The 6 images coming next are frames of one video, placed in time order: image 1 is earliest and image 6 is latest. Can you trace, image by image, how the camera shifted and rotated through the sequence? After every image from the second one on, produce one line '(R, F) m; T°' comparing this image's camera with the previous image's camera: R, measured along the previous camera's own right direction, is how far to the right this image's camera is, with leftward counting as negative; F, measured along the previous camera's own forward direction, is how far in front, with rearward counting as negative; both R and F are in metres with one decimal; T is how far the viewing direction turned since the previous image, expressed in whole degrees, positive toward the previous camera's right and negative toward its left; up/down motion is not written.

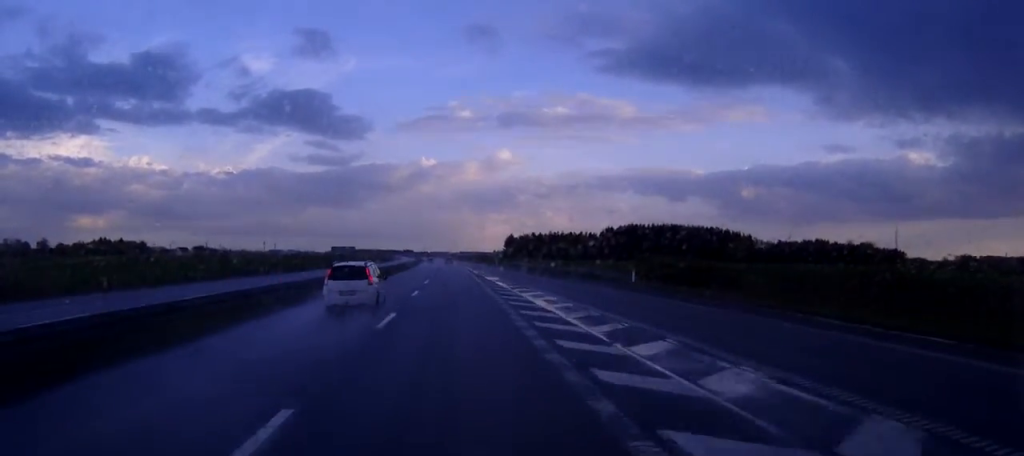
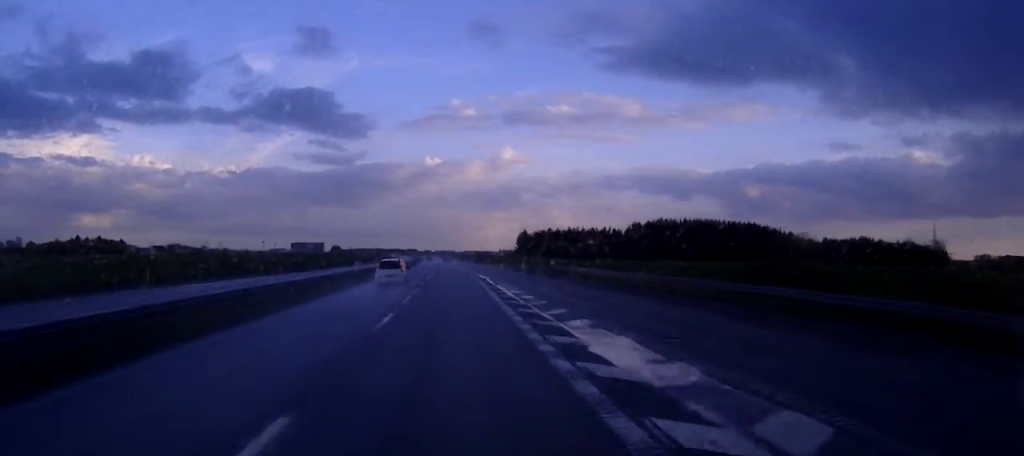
(-0.1, +45.5) m; 0°
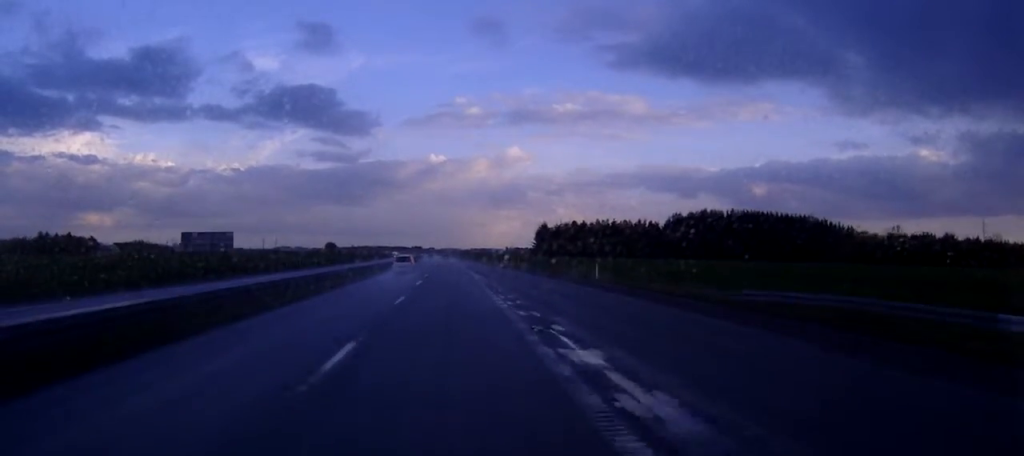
(-0.2, +53.2) m; 0°
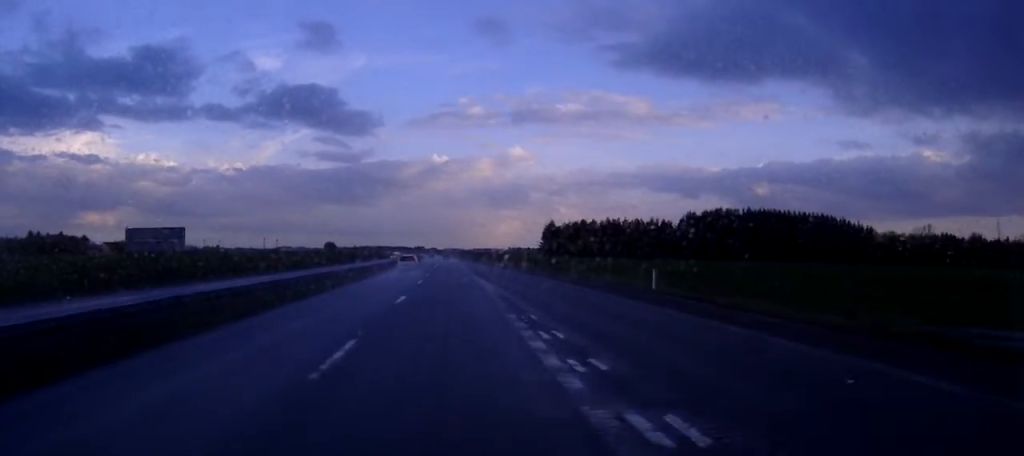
(0.0, +13.9) m; 0°
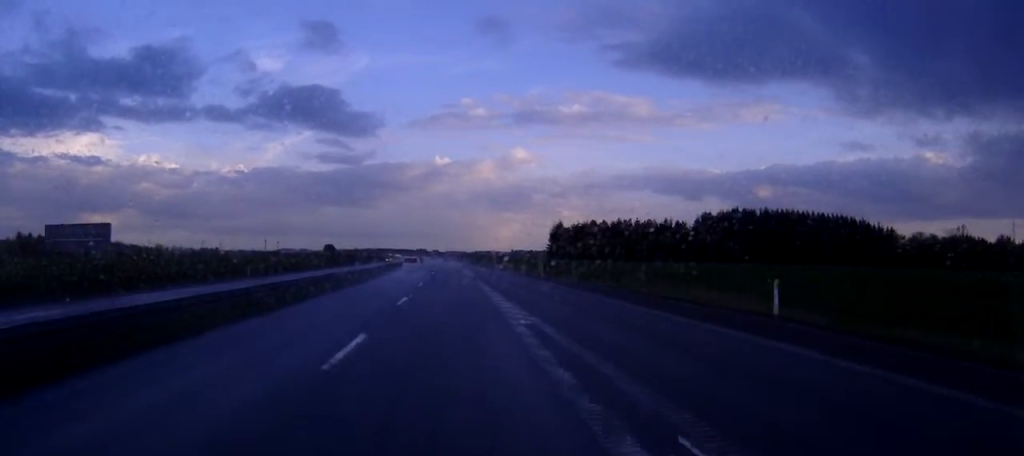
(0.0, +13.9) m; 0°
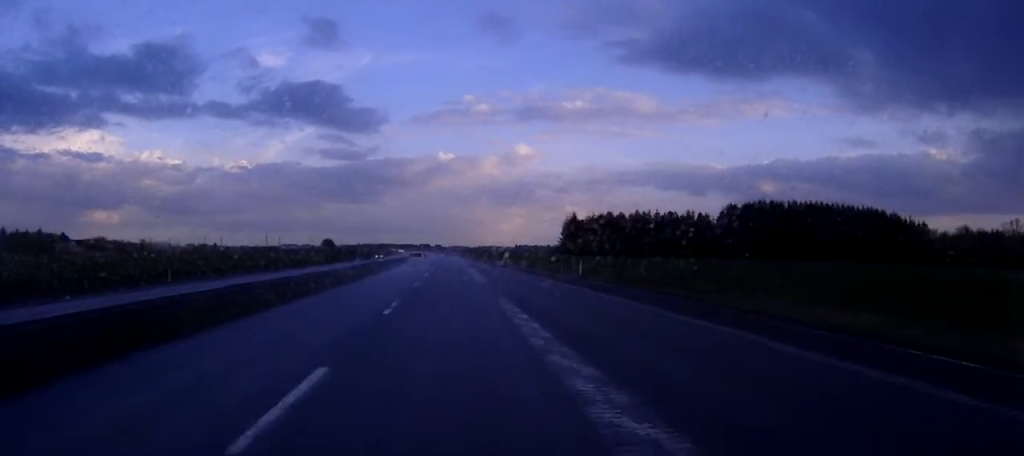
(-0.1, +20.0) m; 0°
